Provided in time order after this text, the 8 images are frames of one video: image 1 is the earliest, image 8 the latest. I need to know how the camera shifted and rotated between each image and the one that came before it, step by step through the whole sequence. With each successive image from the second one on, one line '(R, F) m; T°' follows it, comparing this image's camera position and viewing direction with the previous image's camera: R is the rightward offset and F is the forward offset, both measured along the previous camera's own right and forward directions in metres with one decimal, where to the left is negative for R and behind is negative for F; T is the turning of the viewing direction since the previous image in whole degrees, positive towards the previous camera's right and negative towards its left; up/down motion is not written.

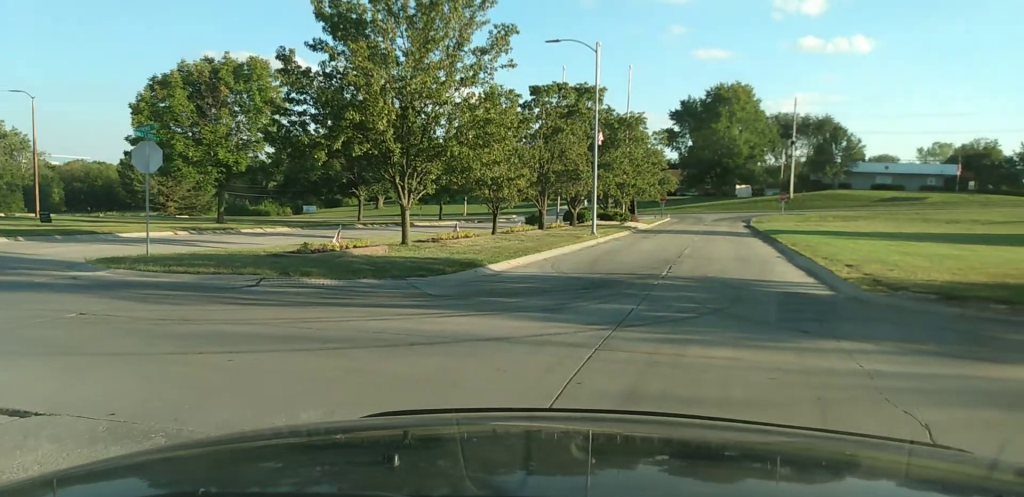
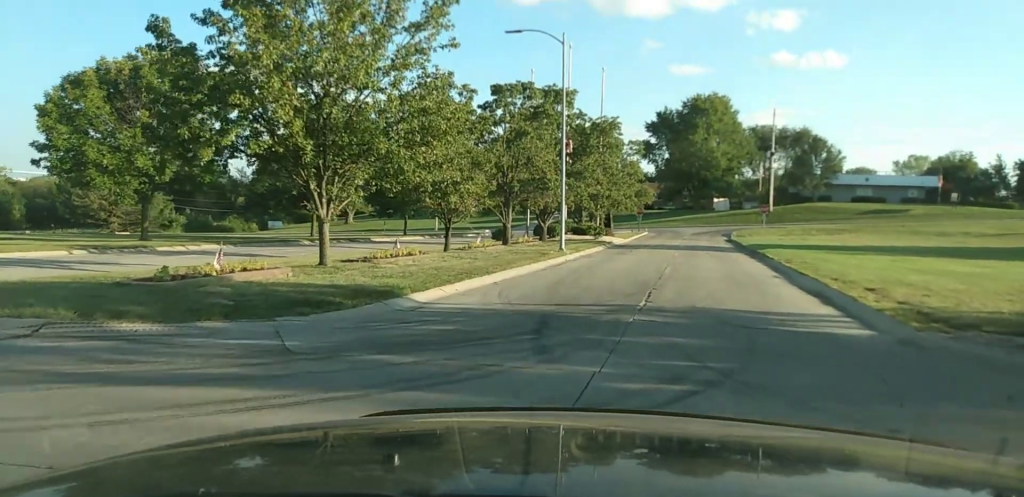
(0.0, +4.7) m; 0°
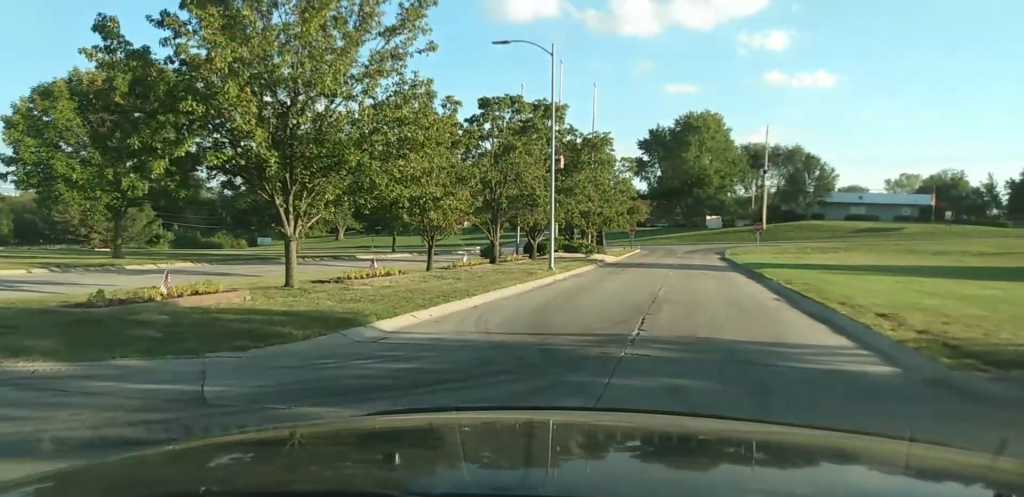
(0.0, +1.2) m; -1°
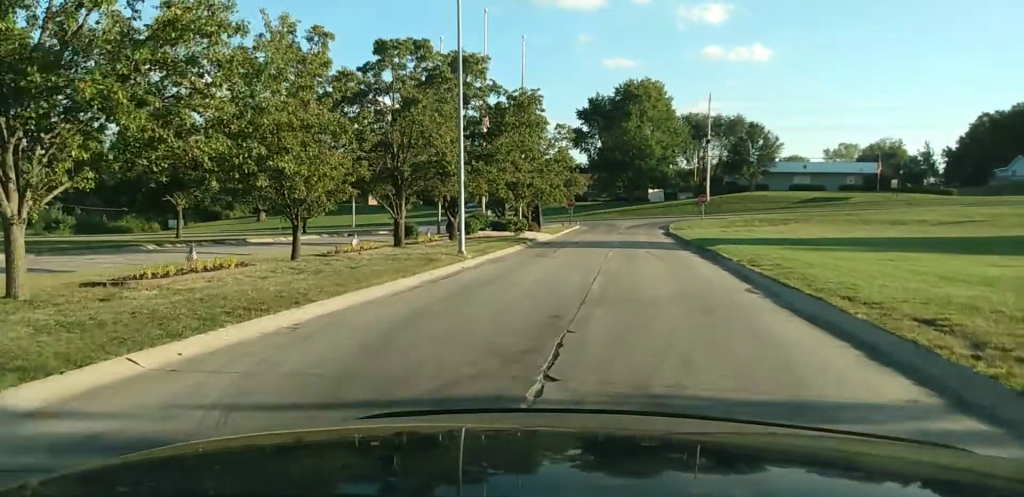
(-0.1, +4.9) m; +1°
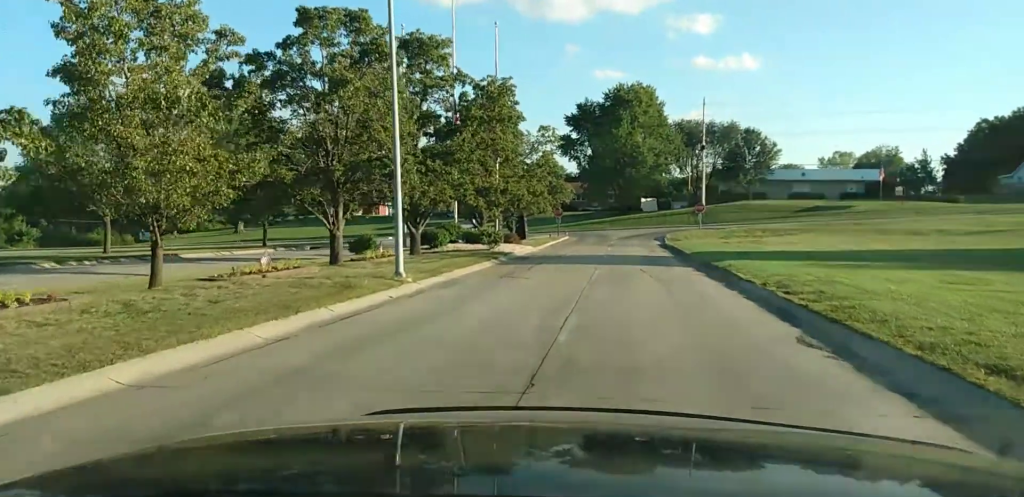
(+0.1, +5.2) m; +4°
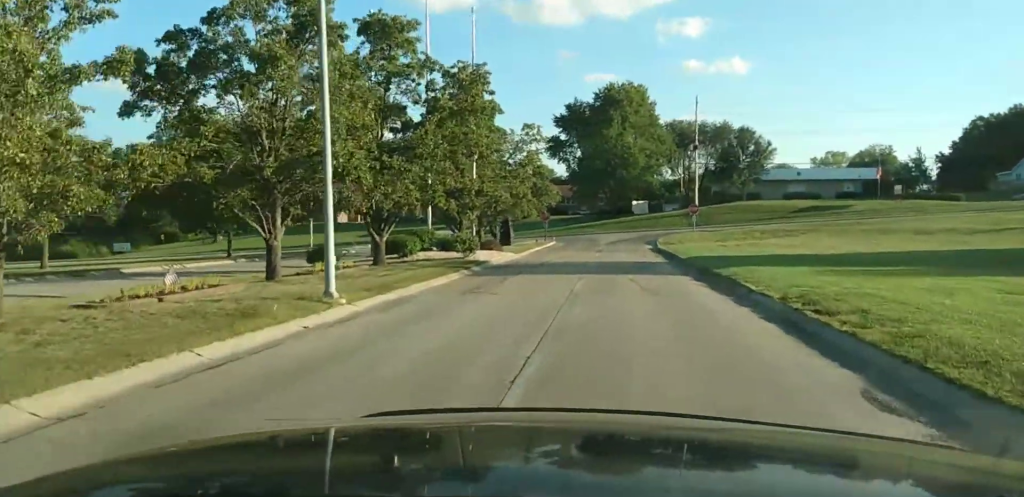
(+0.2, +3.4) m; +3°
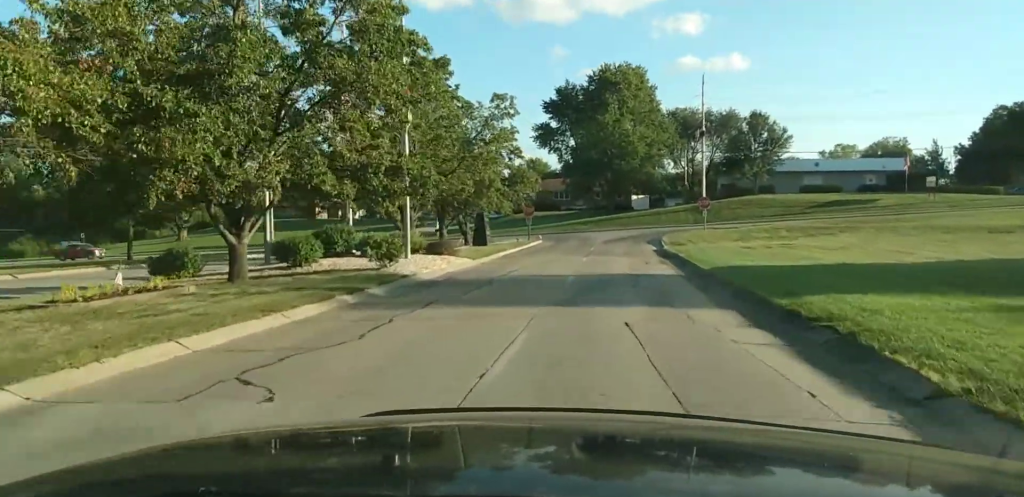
(+0.1, +11.0) m; -1°
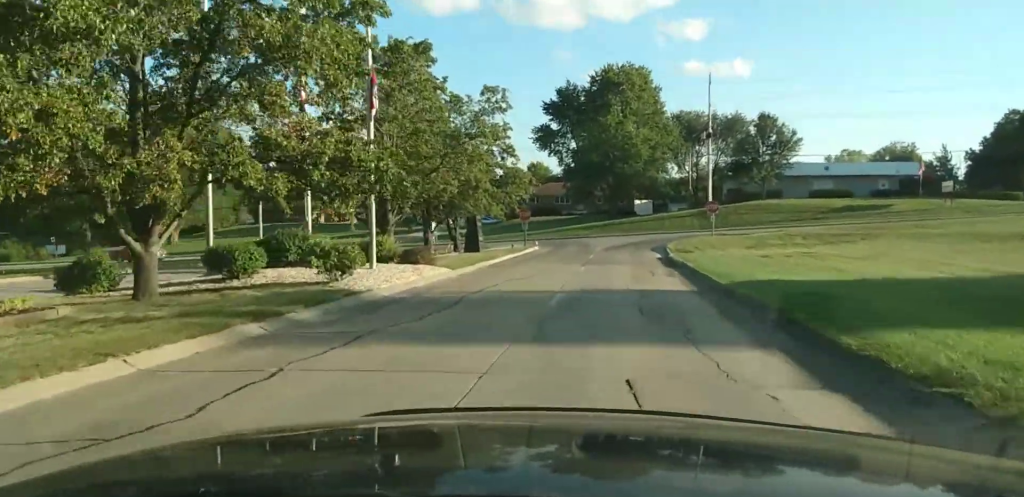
(-0.1, +4.3) m; -1°
